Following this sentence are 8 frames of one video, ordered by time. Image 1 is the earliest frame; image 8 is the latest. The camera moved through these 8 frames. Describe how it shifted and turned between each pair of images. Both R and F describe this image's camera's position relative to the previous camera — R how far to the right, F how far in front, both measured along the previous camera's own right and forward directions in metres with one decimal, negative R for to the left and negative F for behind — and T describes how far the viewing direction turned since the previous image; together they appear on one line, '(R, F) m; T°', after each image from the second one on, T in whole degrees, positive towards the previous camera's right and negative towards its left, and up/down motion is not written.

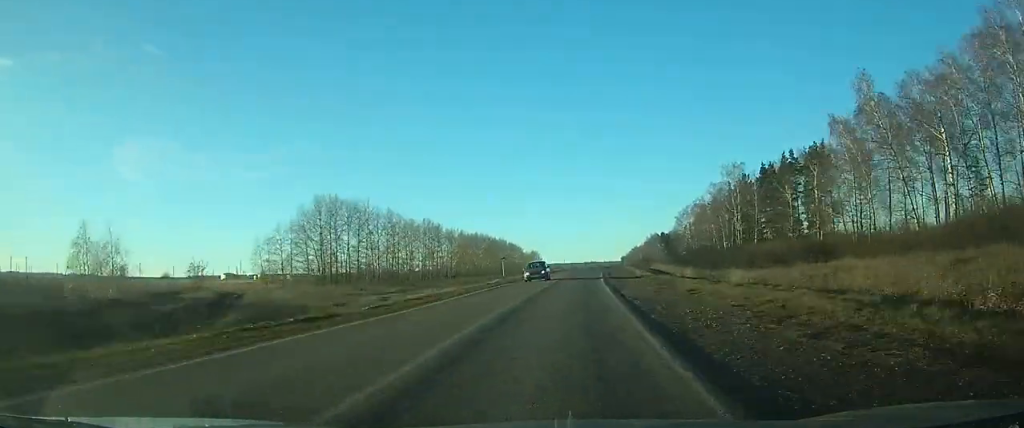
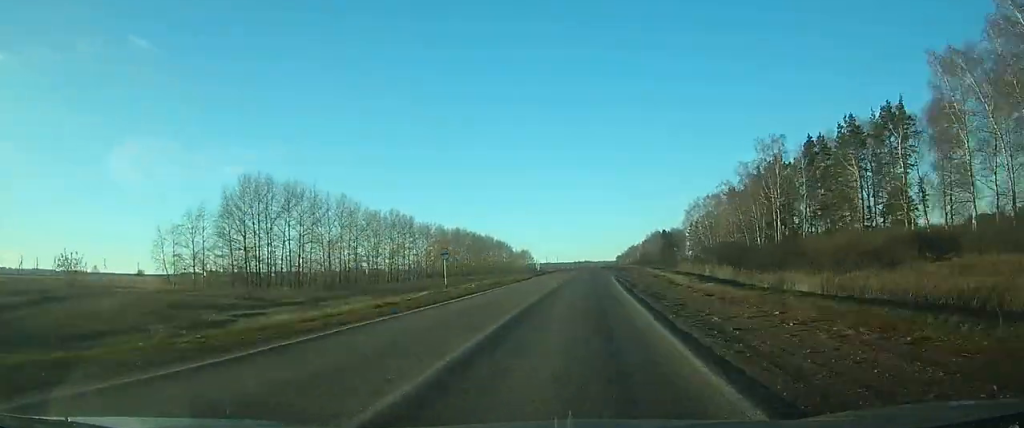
(+0.3, +24.7) m; +1°
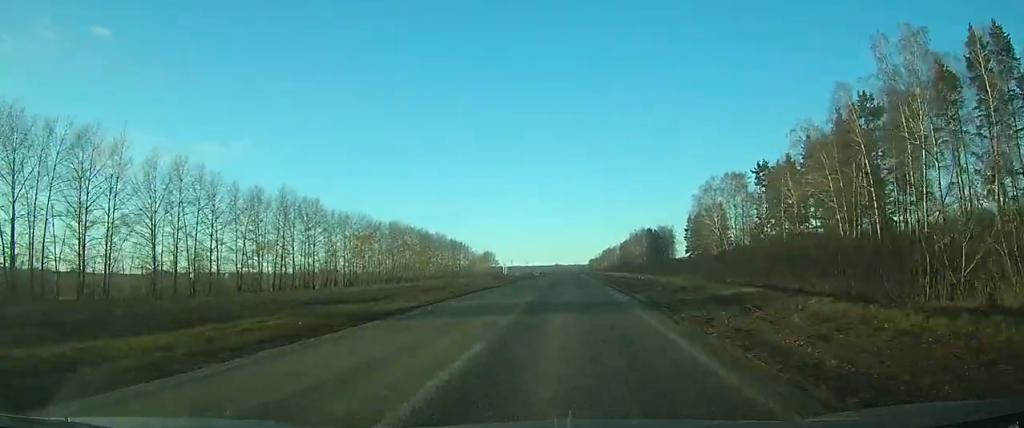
(+0.7, +43.8) m; +1°
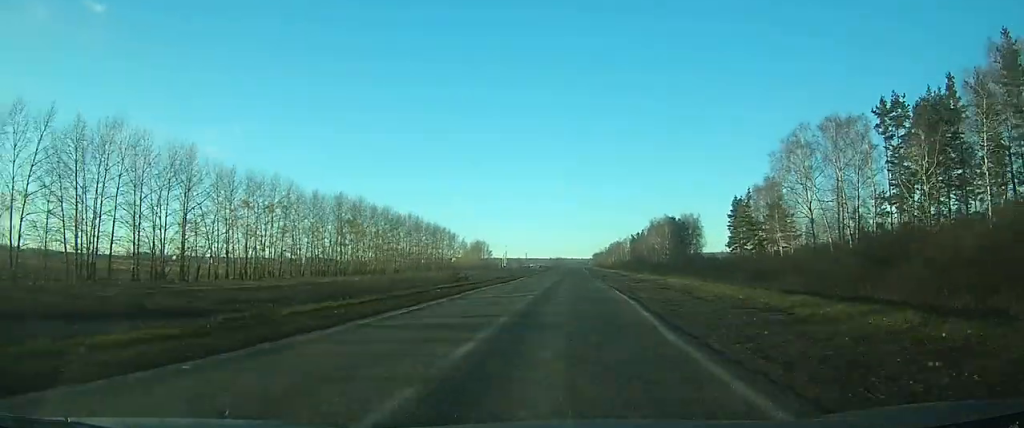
(+0.4, +44.7) m; +1°
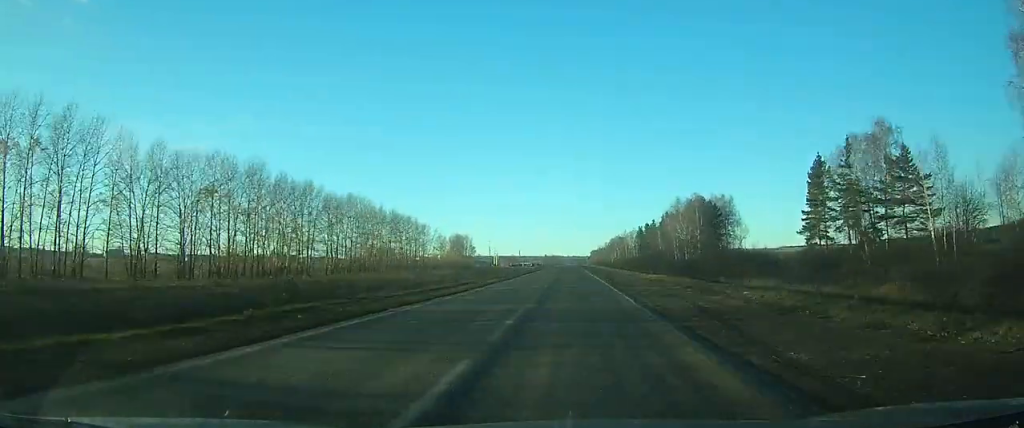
(+0.1, +48.5) m; 0°
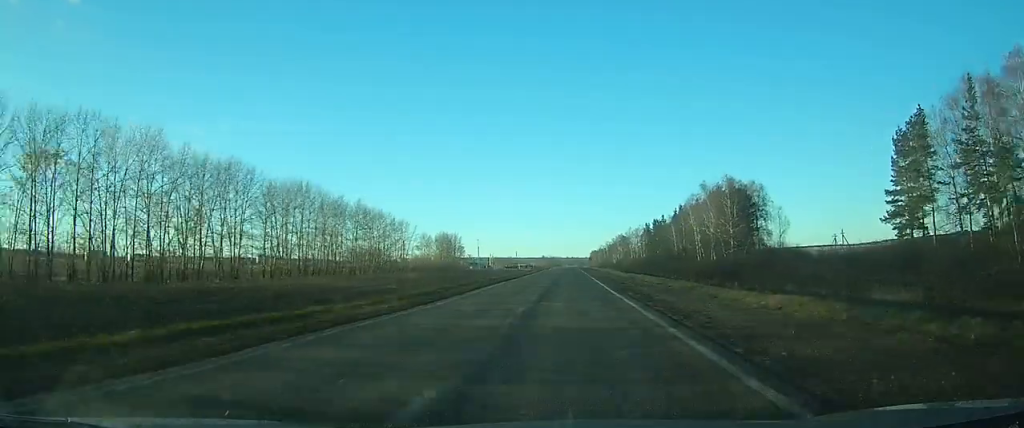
(0.0, +27.4) m; 0°
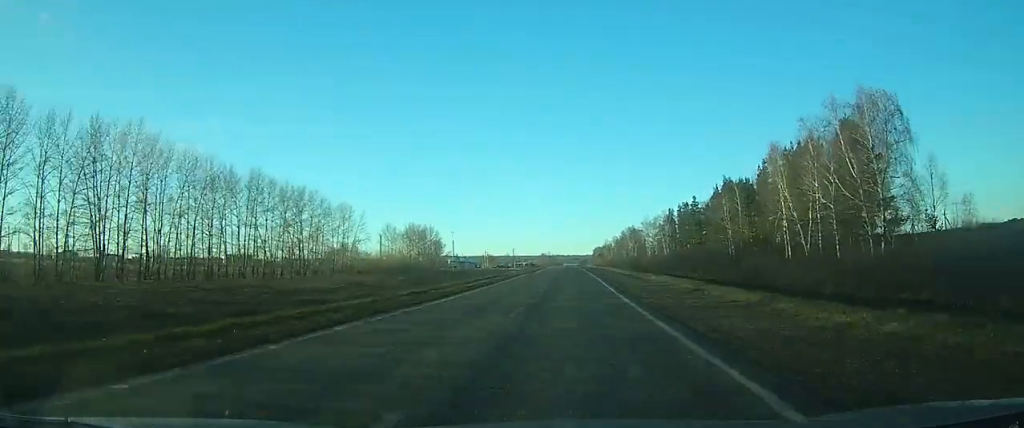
(0.0, +48.7) m; 0°
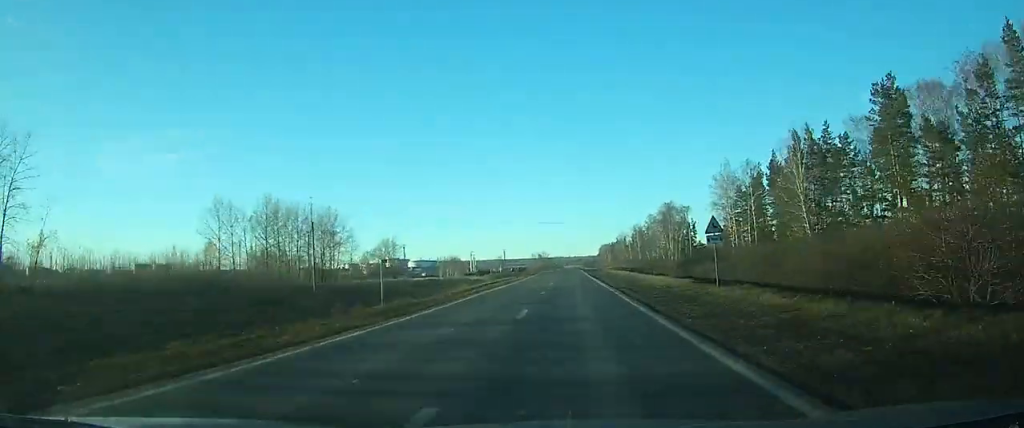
(-0.3, +91.6) m; -1°
